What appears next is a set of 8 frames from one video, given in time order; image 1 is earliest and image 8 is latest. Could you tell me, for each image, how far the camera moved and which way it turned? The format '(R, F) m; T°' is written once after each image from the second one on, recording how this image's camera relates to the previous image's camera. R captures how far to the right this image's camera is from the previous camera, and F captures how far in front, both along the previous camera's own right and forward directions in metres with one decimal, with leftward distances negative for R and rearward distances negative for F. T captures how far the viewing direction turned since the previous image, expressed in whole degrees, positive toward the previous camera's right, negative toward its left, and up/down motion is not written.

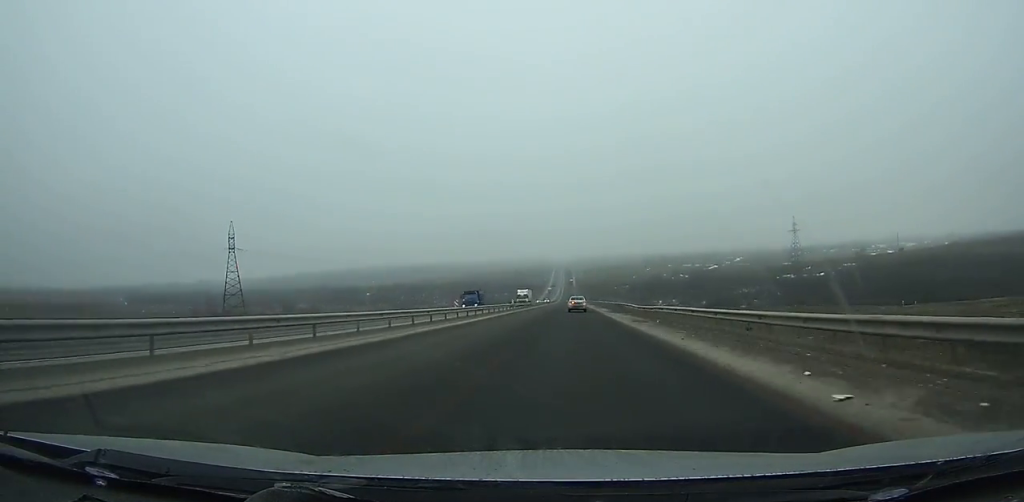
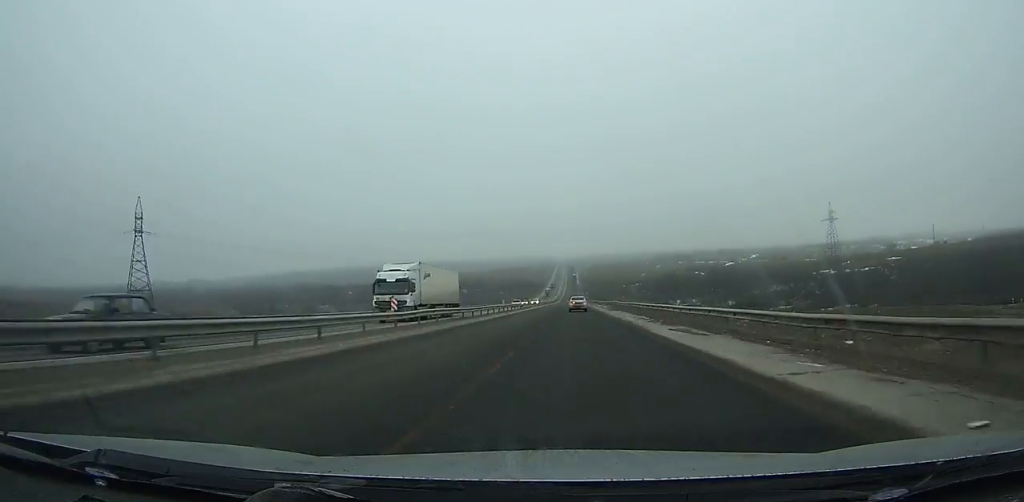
(0.0, +55.3) m; 0°
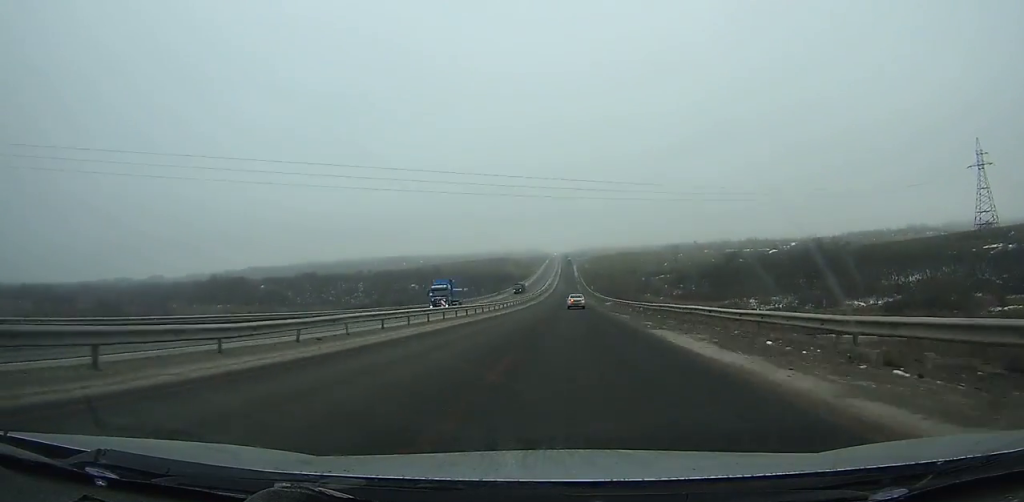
(+0.4, +148.7) m; 0°
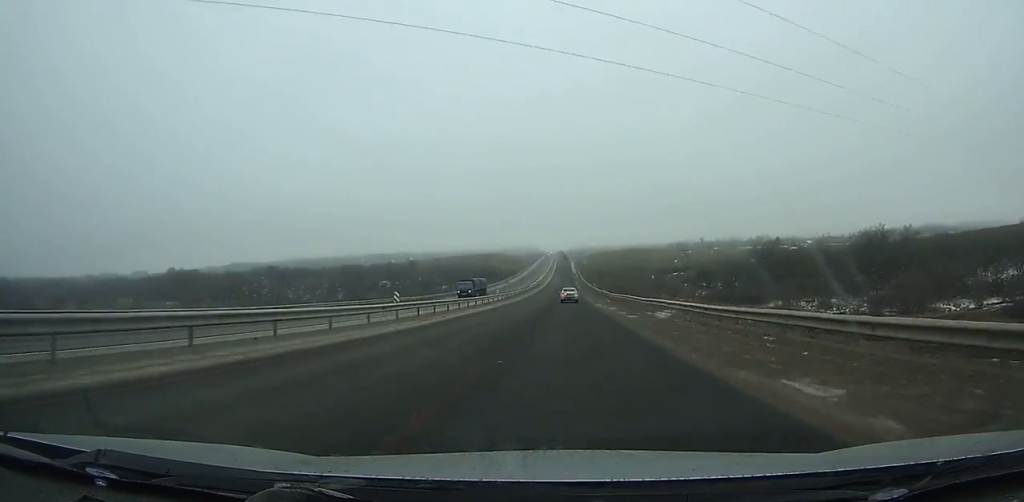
(-0.1, +49.2) m; 0°
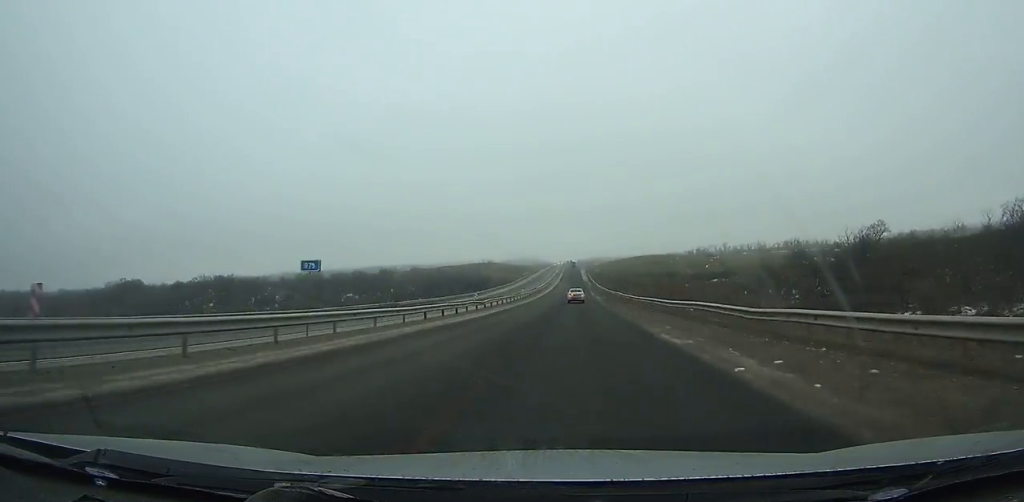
(-0.1, +60.6) m; 0°
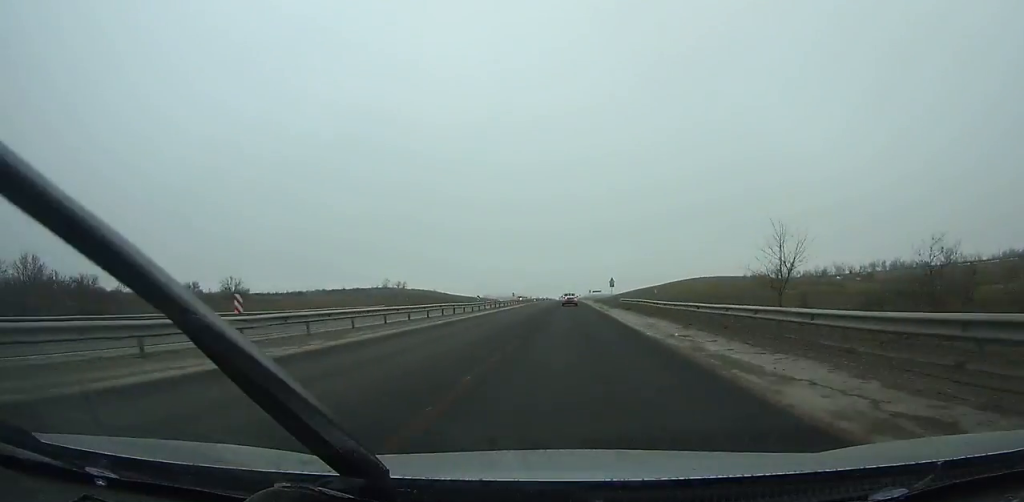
(+1.0, +188.5) m; 0°
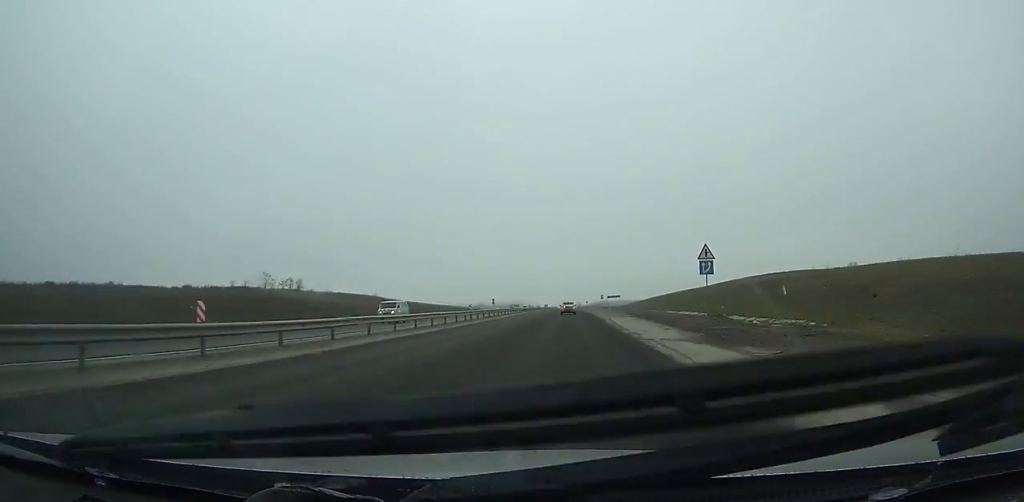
(-0.2, +81.4) m; 0°
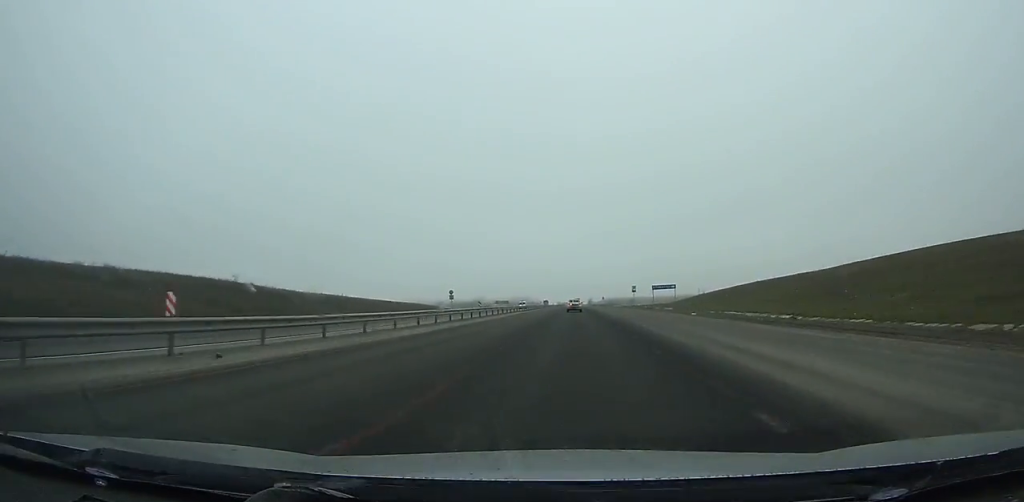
(-0.5, +82.0) m; 0°
